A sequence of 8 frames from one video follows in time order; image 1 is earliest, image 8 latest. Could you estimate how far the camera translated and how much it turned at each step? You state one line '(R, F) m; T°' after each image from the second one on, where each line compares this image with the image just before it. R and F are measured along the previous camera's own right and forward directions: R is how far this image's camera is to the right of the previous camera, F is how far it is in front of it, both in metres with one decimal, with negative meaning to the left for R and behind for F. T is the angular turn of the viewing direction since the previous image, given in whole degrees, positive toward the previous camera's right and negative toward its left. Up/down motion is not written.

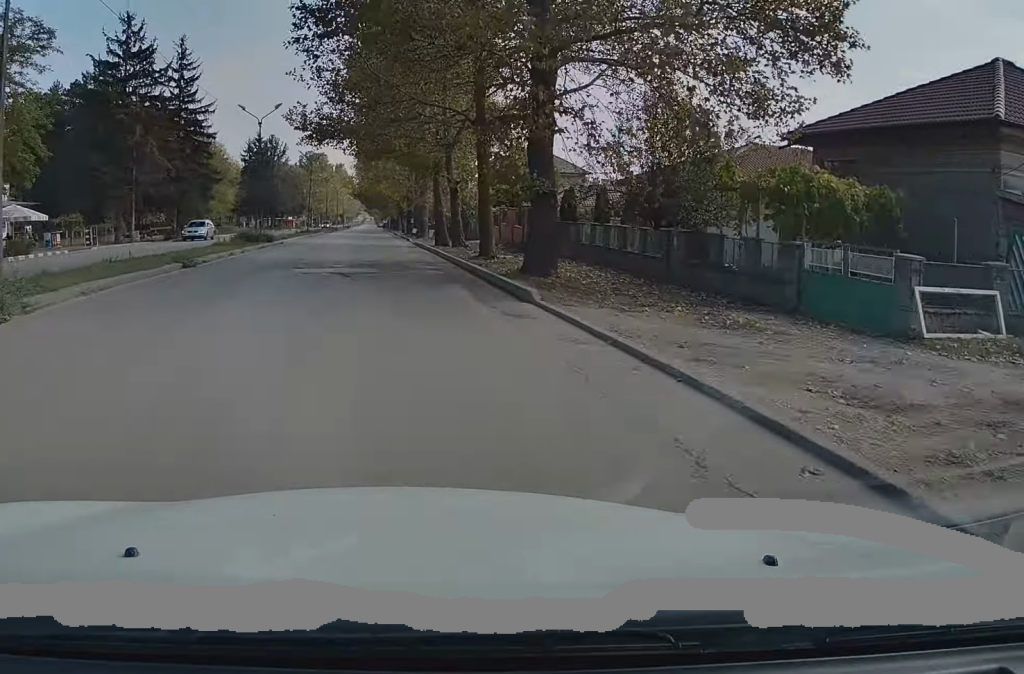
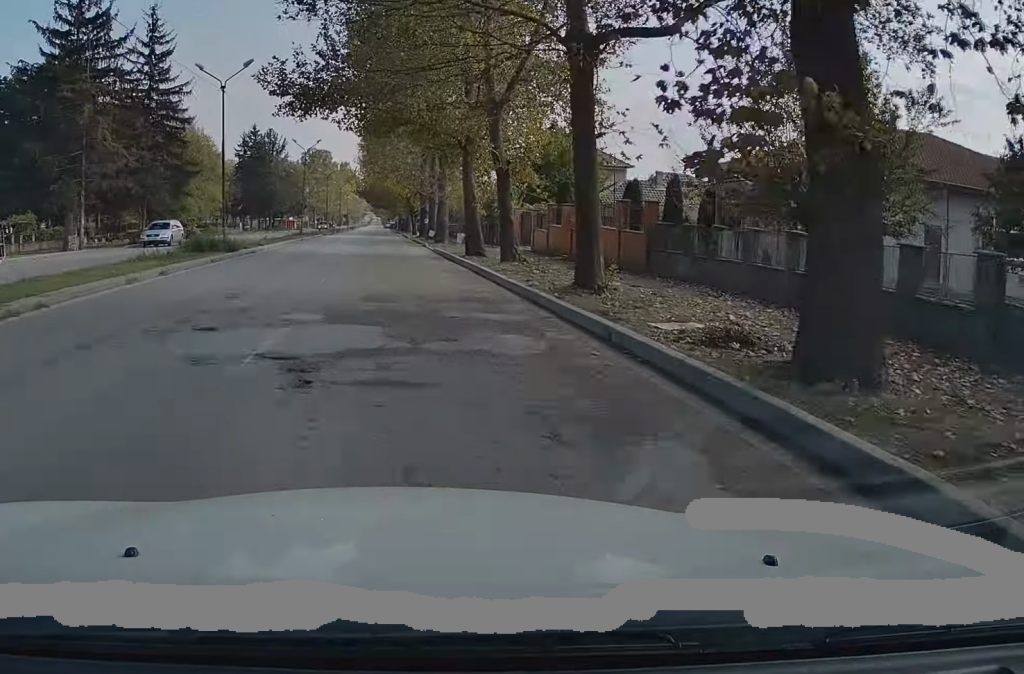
(0.0, +12.3) m; -1°
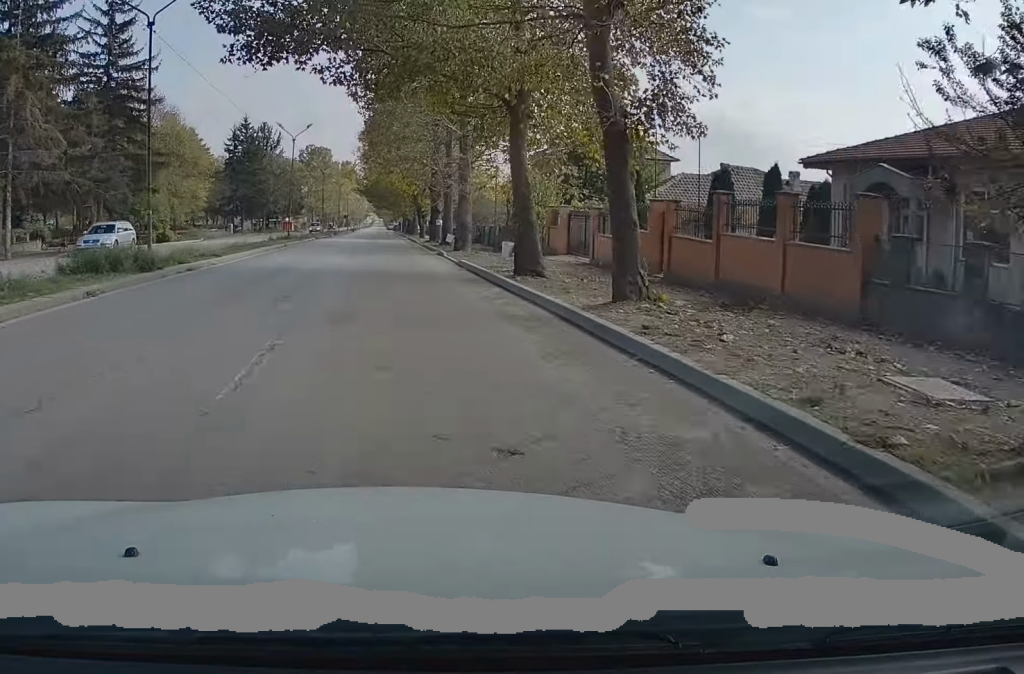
(-0.3, +10.7) m; 0°
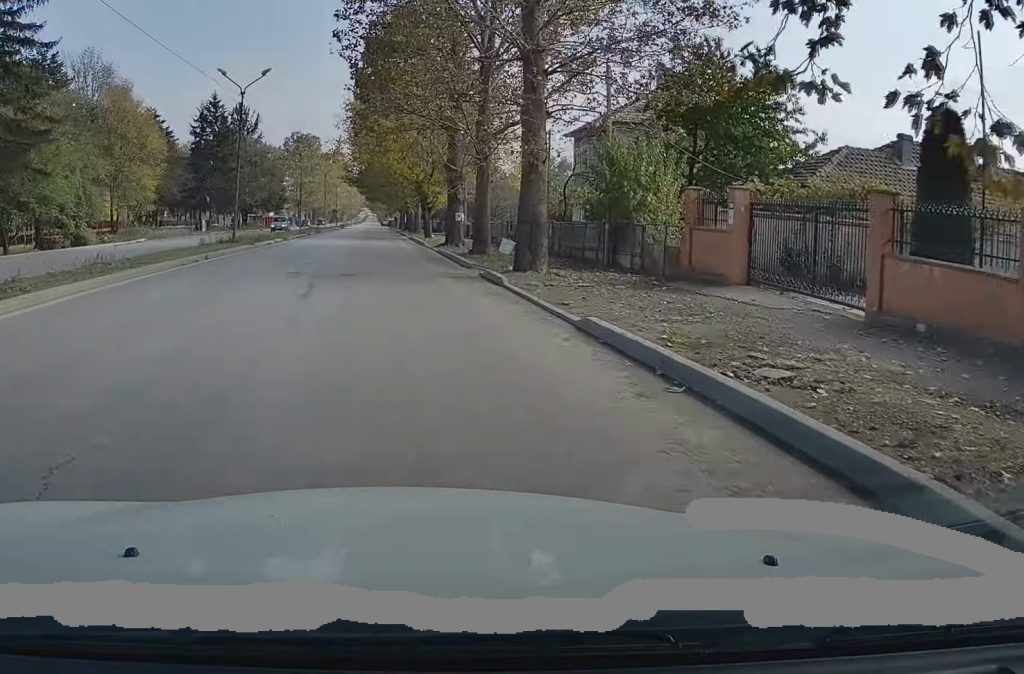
(+0.2, +17.9) m; 0°
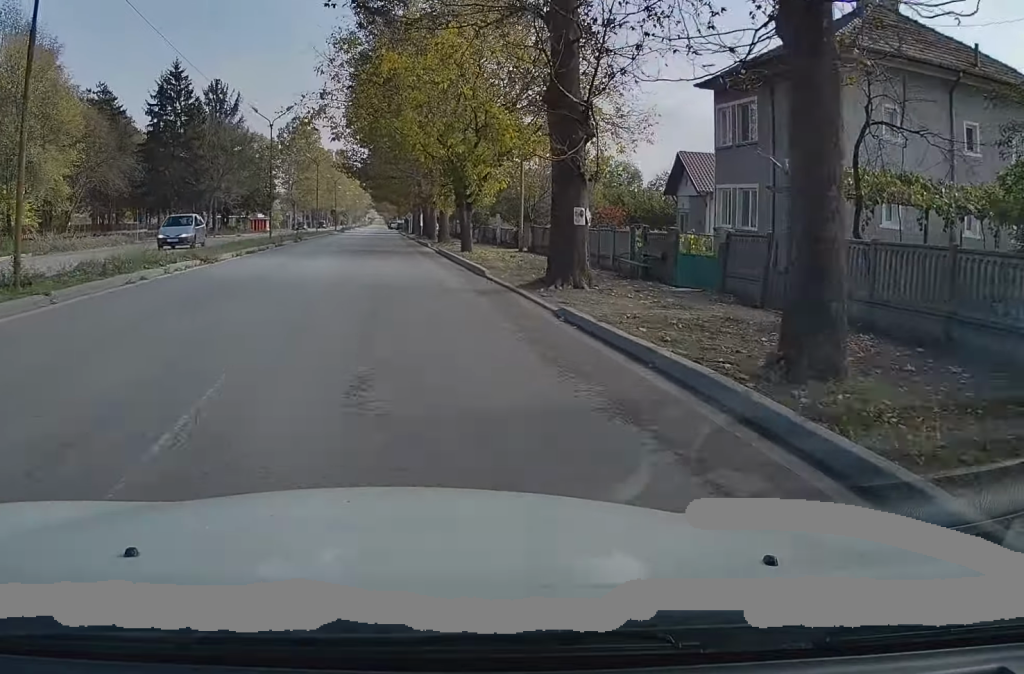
(+0.2, +21.9) m; +2°
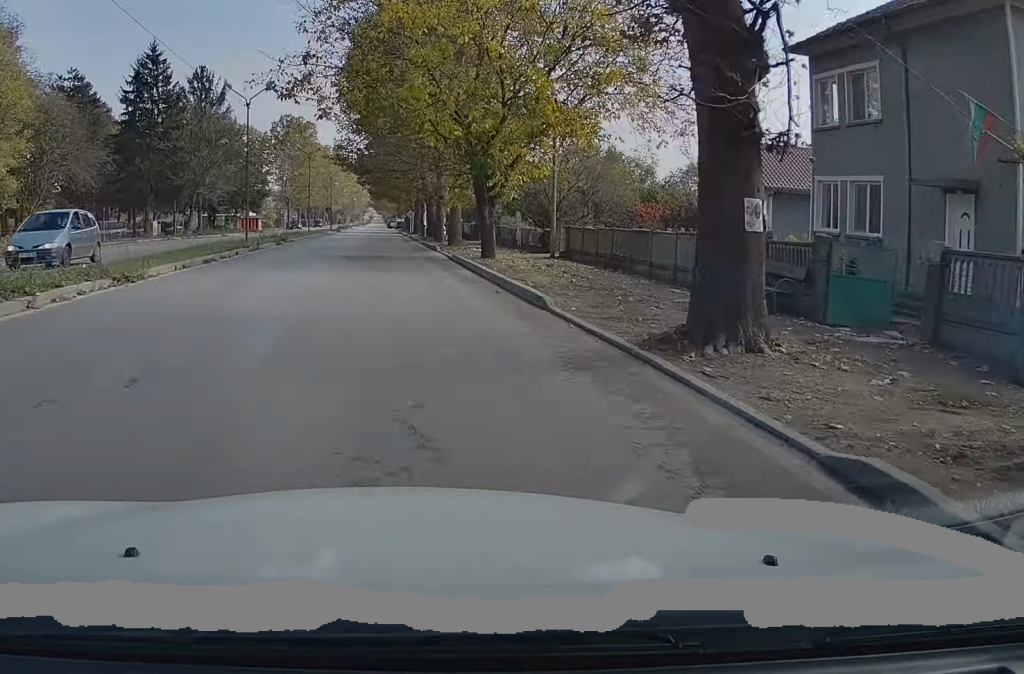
(0.0, +7.5) m; -1°
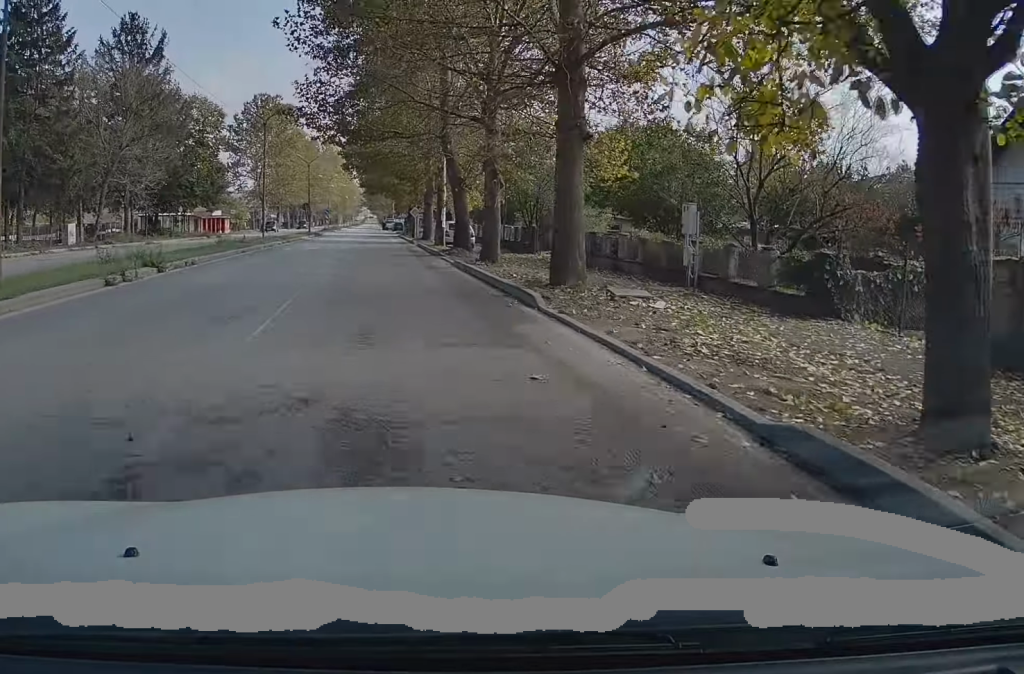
(-0.4, +23.8) m; -1°
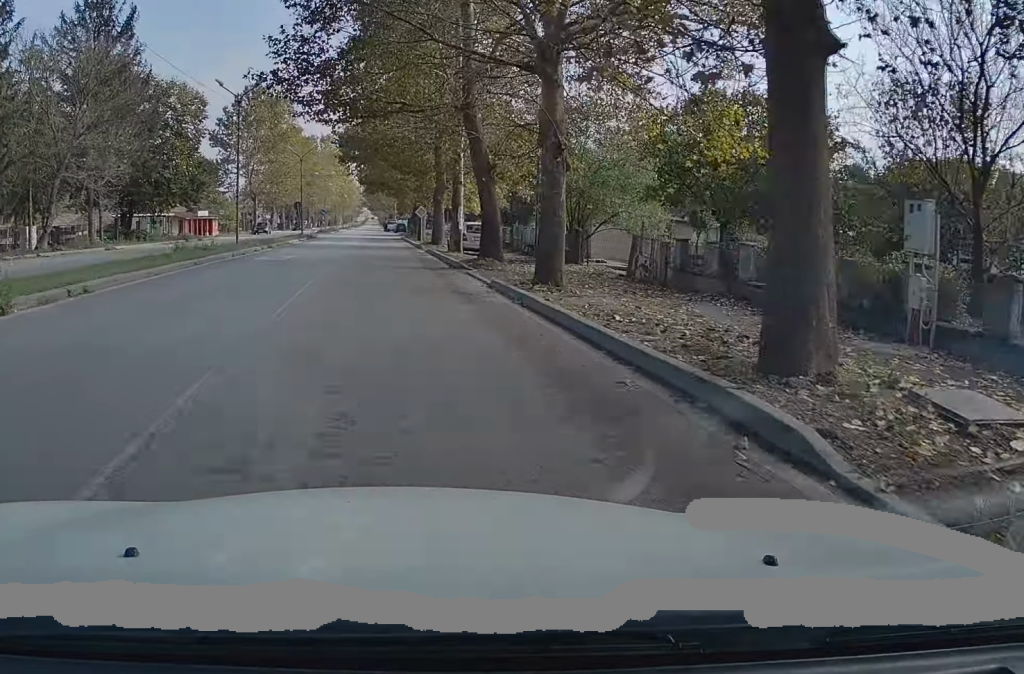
(+0.3, +8.5) m; 0°
